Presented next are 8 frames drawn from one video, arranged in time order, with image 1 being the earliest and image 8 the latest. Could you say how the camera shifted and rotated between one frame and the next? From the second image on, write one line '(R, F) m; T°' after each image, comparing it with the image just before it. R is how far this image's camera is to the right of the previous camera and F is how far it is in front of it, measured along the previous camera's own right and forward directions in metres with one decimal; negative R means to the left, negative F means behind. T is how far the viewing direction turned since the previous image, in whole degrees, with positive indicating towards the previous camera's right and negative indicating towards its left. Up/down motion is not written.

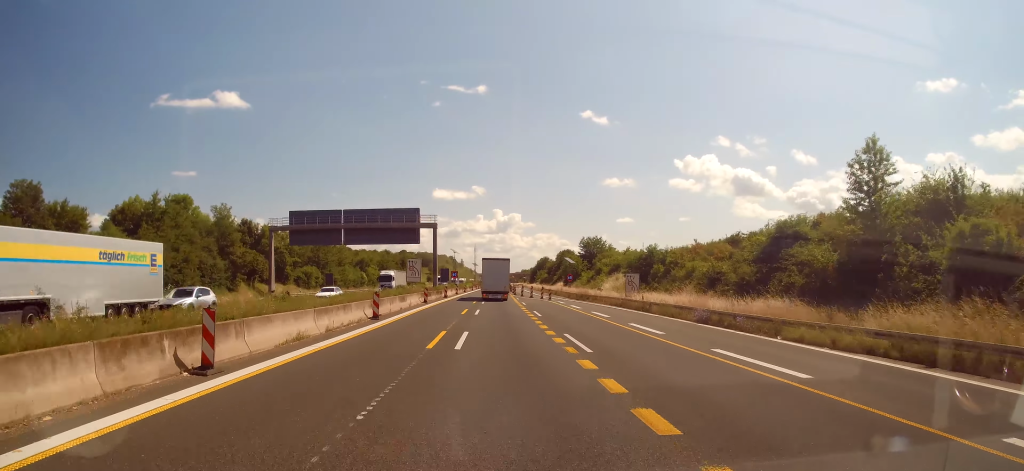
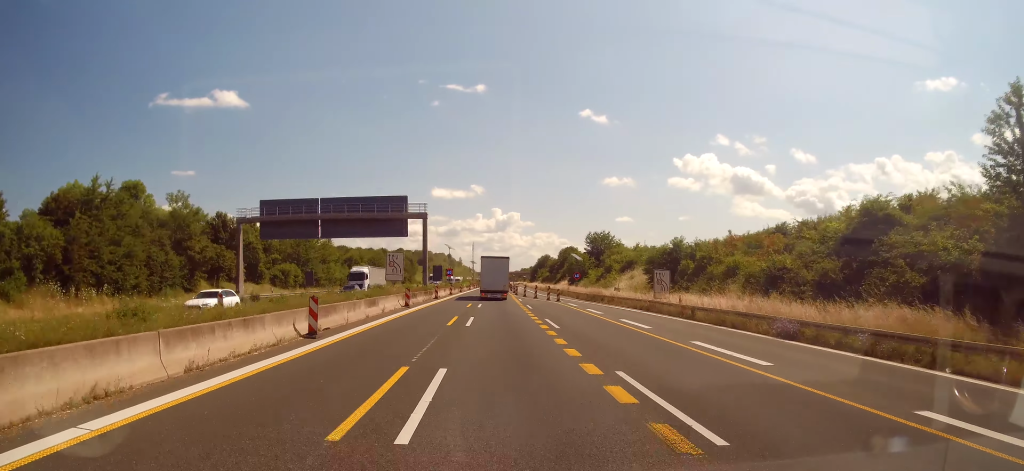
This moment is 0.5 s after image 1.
(+0.1, +10.0) m; 0°
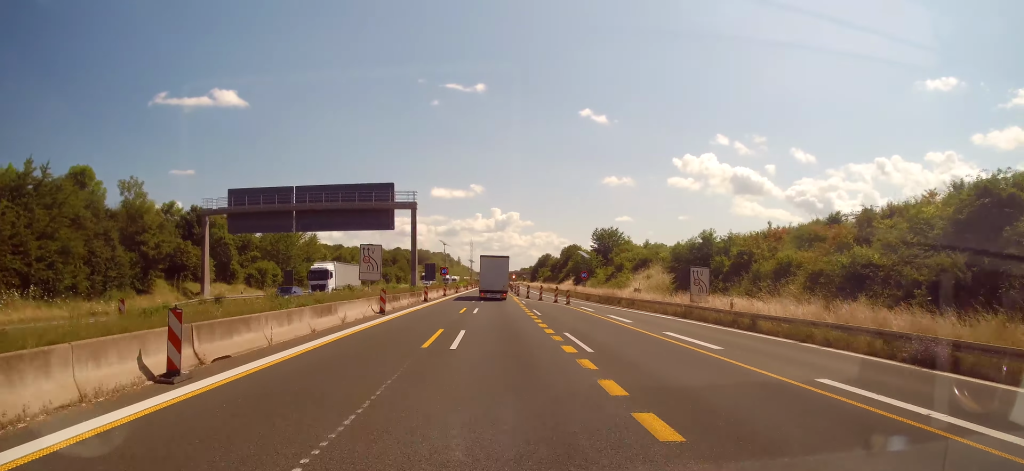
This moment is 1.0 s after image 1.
(0.0, +8.6) m; 0°
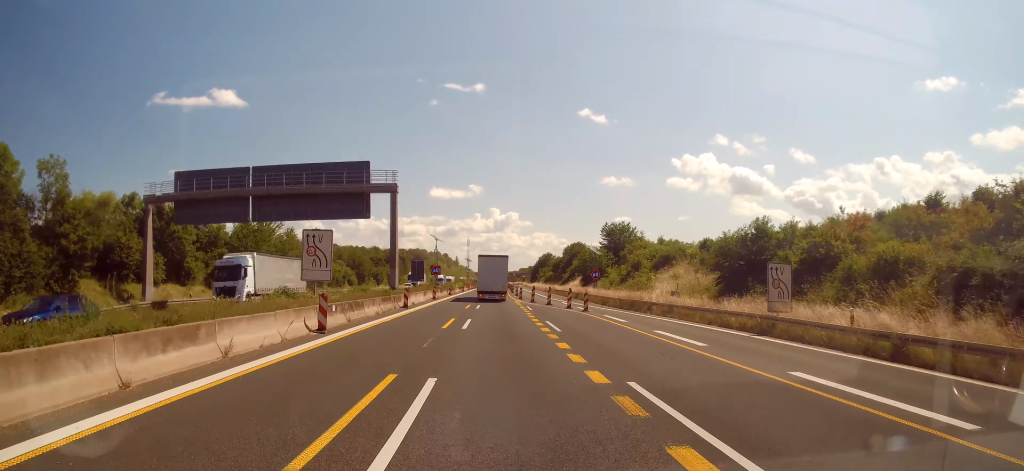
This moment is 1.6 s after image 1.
(0.0, +10.8) m; 0°
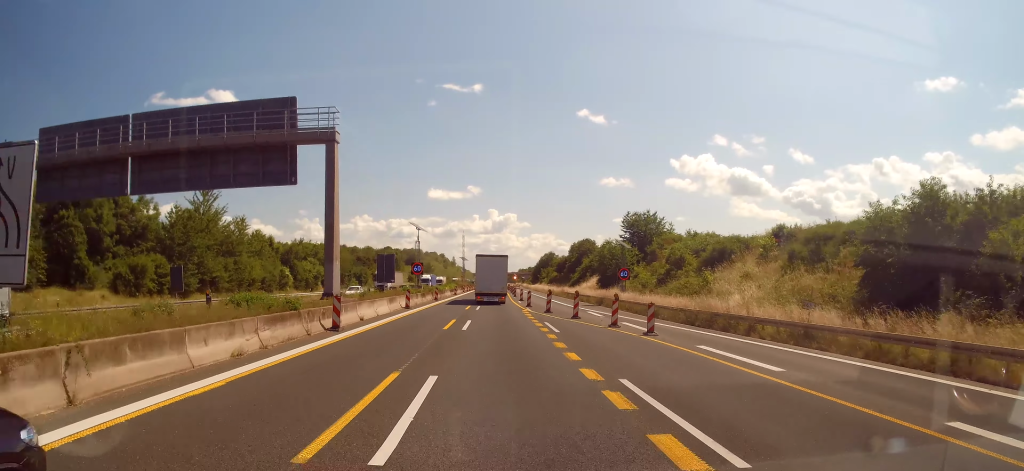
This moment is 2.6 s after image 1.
(-0.1, +18.0) m; 0°
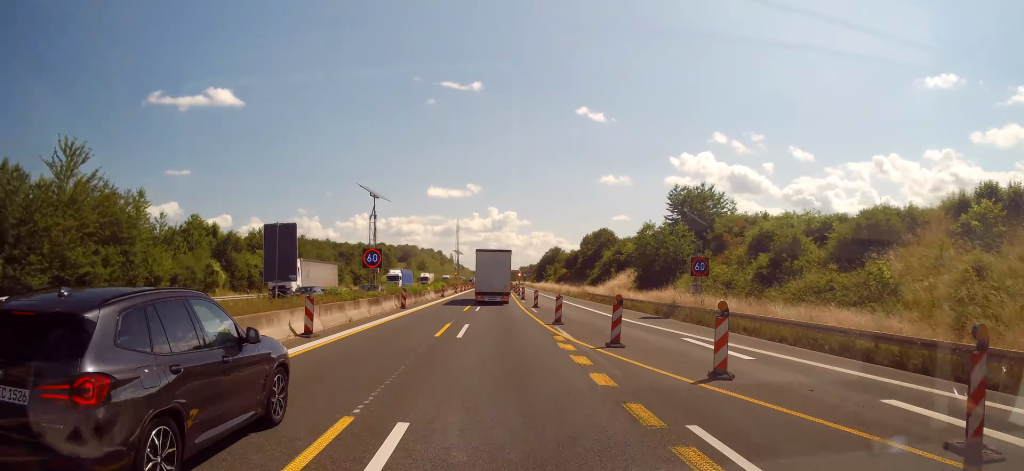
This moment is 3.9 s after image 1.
(+0.3, +21.7) m; +1°
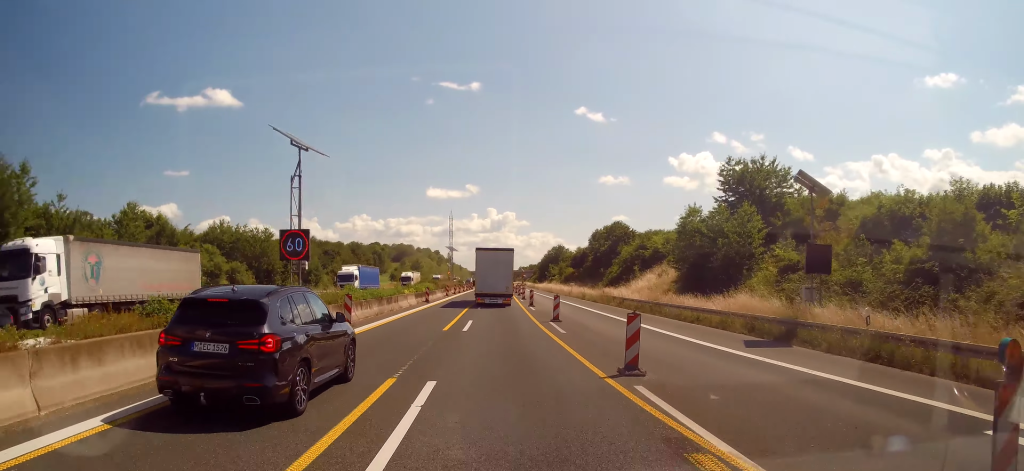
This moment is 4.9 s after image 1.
(+0.1, +14.6) m; 0°
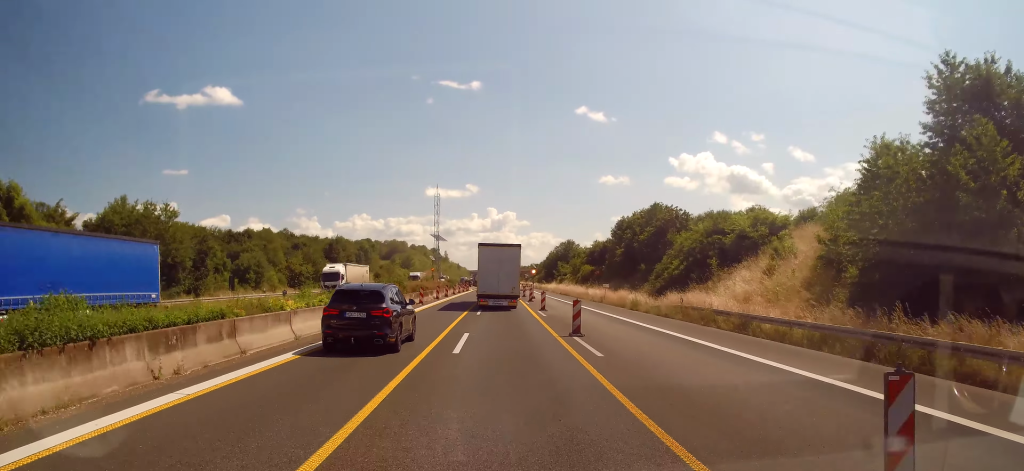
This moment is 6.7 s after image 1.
(-0.4, +25.8) m; -1°
